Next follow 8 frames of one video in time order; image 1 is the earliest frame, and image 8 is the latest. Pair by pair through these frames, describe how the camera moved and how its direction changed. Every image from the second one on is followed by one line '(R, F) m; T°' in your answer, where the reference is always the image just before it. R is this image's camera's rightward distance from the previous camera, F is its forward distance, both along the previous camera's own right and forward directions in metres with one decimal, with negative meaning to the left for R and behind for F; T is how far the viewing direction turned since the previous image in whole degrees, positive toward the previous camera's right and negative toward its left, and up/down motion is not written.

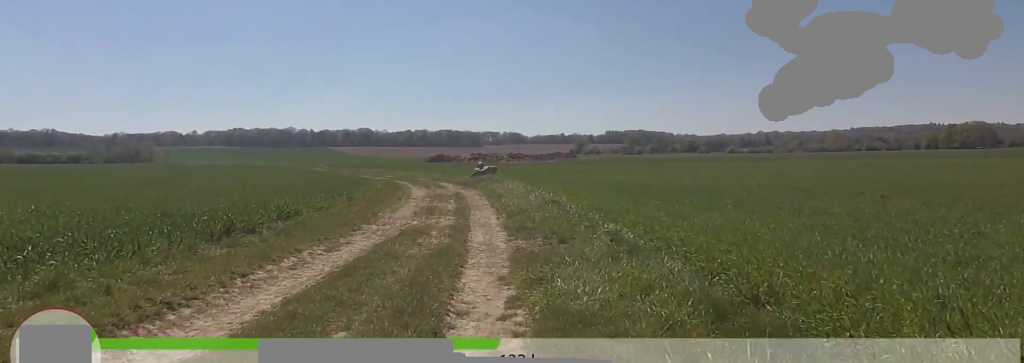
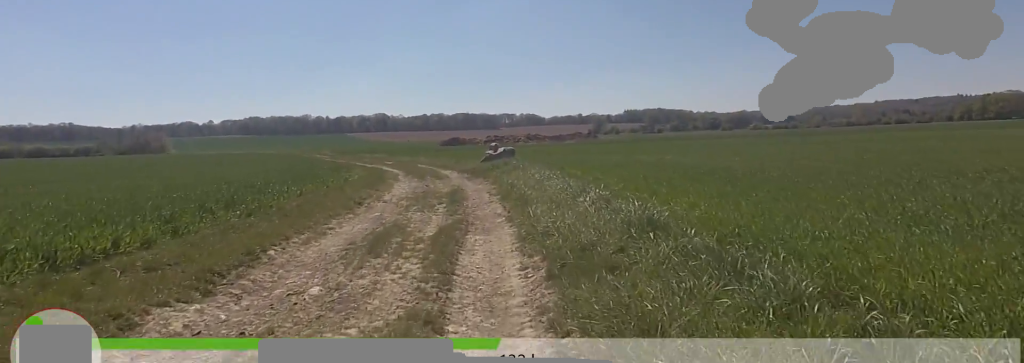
(+0.3, +8.0) m; +3°
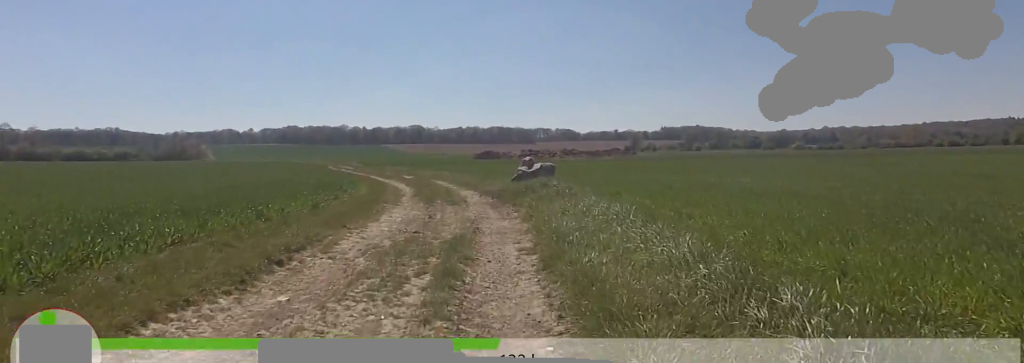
(-0.1, +5.5) m; -6°
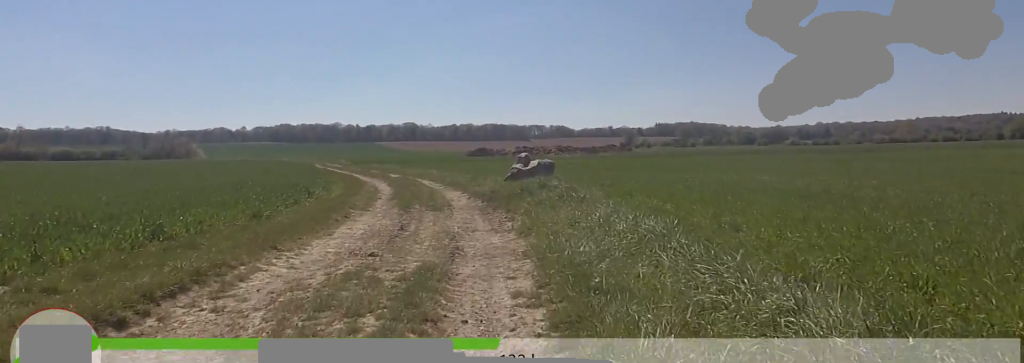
(-0.4, +2.4) m; -3°
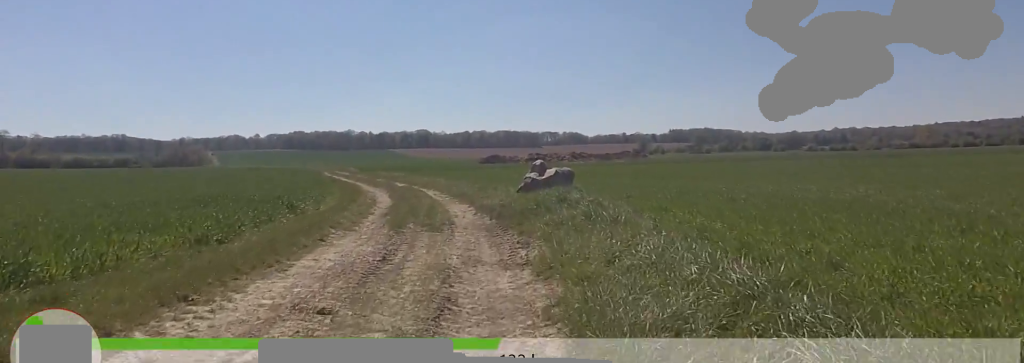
(+0.1, +2.1) m; +1°
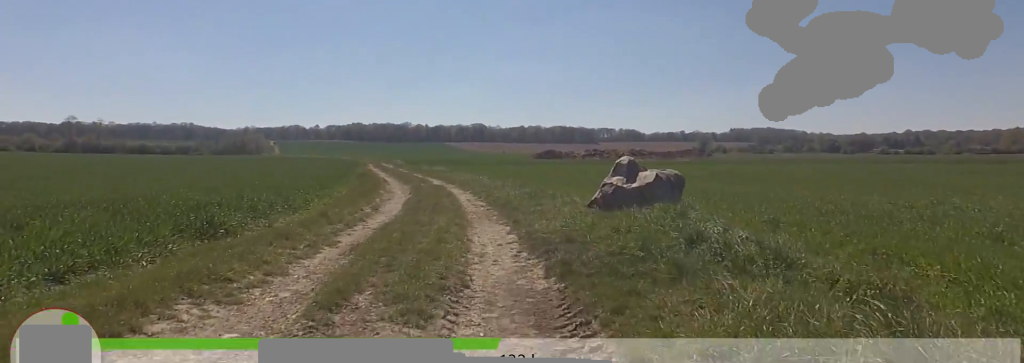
(+0.4, +6.1) m; +4°
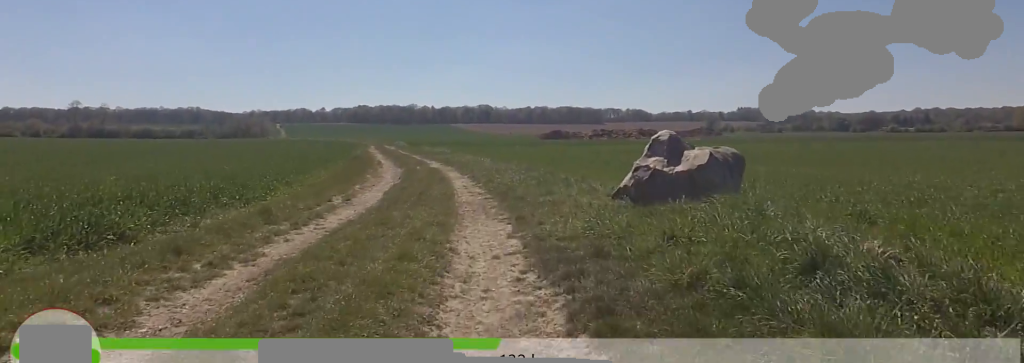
(0.0, +2.4) m; 0°
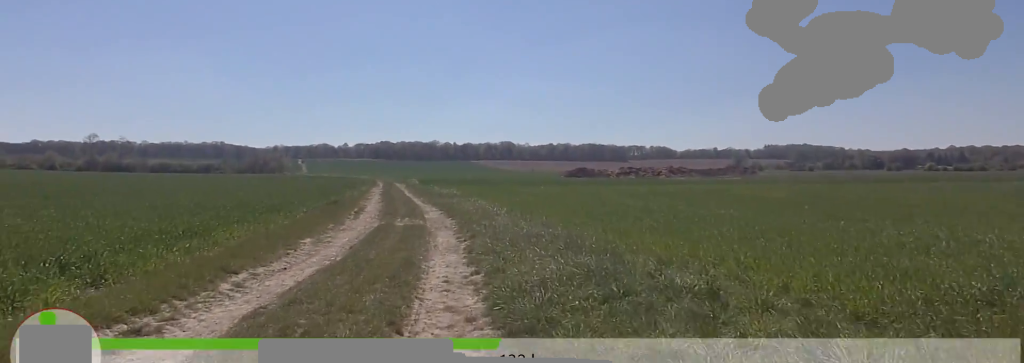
(-0.4, +6.3) m; -12°
